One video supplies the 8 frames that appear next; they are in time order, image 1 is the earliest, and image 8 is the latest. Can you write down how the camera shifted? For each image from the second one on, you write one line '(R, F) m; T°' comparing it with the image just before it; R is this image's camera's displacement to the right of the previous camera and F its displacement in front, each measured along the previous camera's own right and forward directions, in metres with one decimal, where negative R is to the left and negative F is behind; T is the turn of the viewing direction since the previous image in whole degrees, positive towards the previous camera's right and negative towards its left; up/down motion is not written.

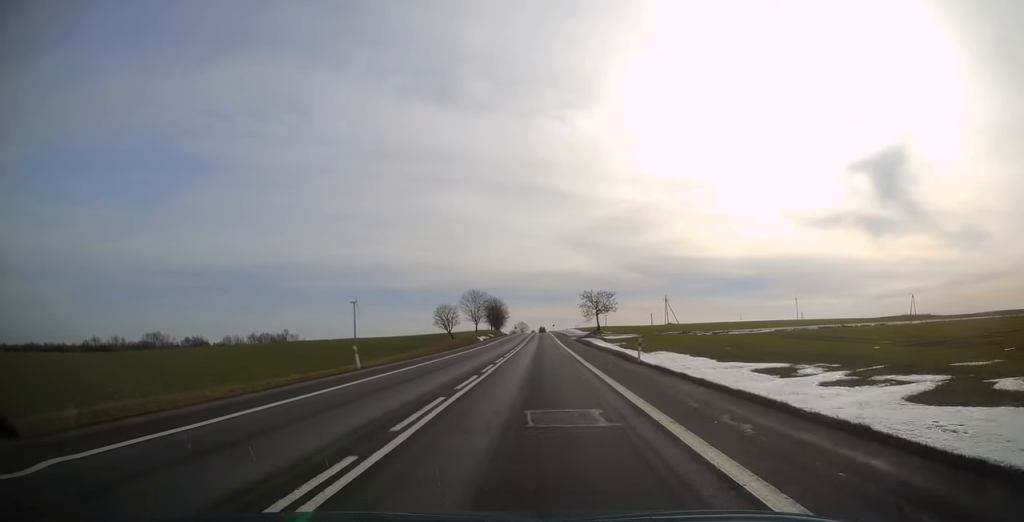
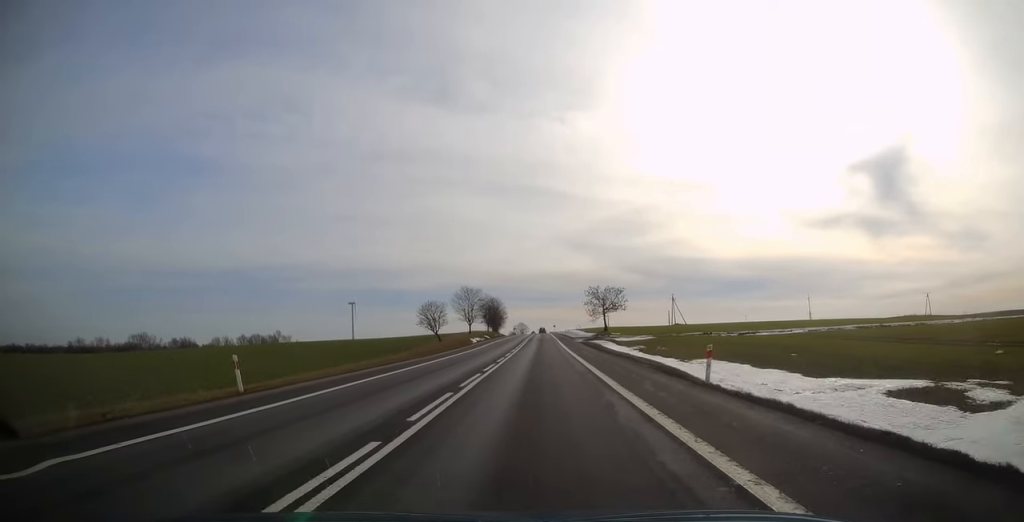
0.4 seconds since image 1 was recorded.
(+0.1, +10.9) m; 0°
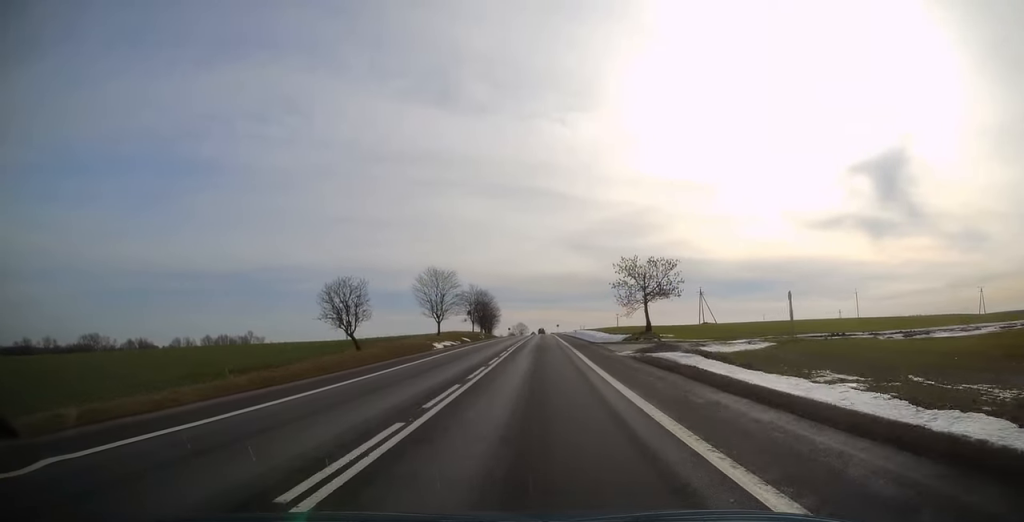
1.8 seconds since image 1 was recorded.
(-0.1, +34.4) m; +1°
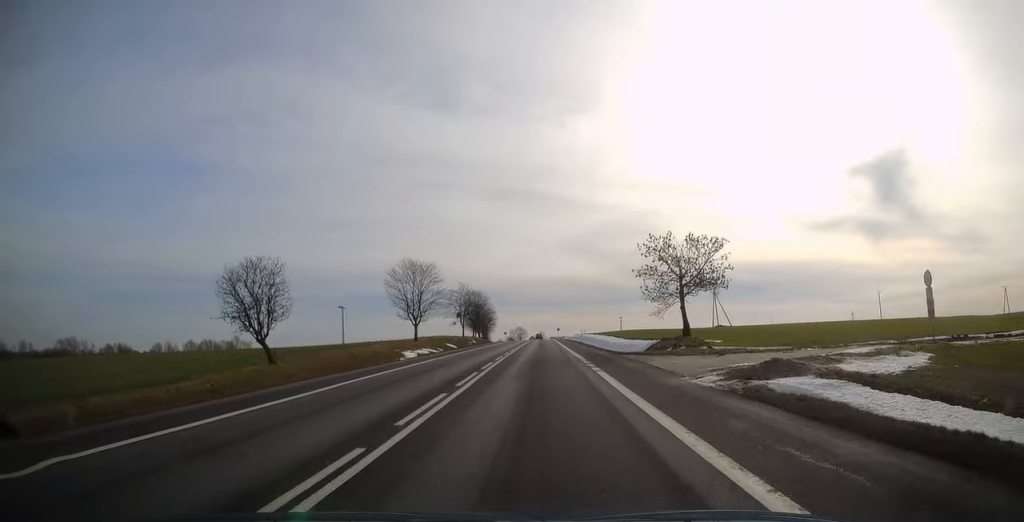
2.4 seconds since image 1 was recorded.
(+0.2, +14.1) m; 0°
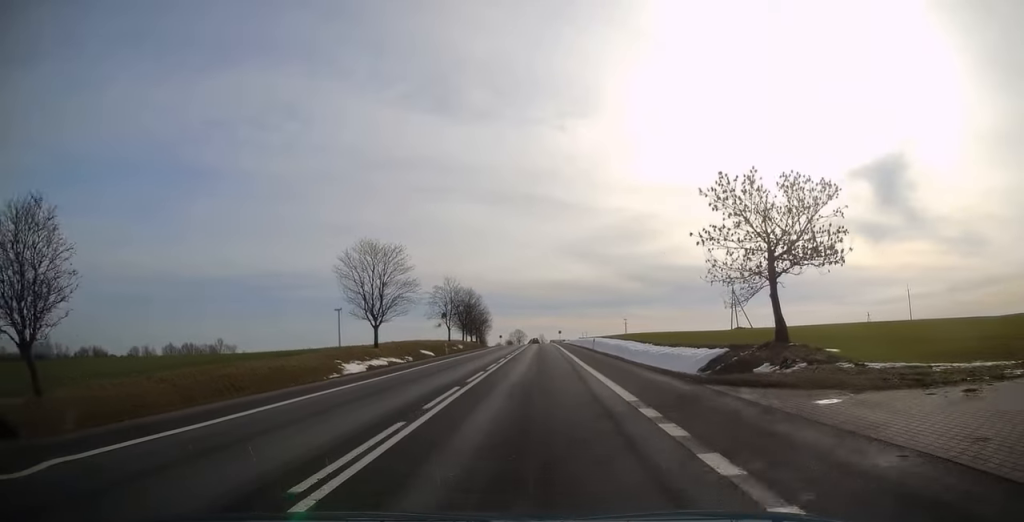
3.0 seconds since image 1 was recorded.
(-0.1, +15.7) m; 0°
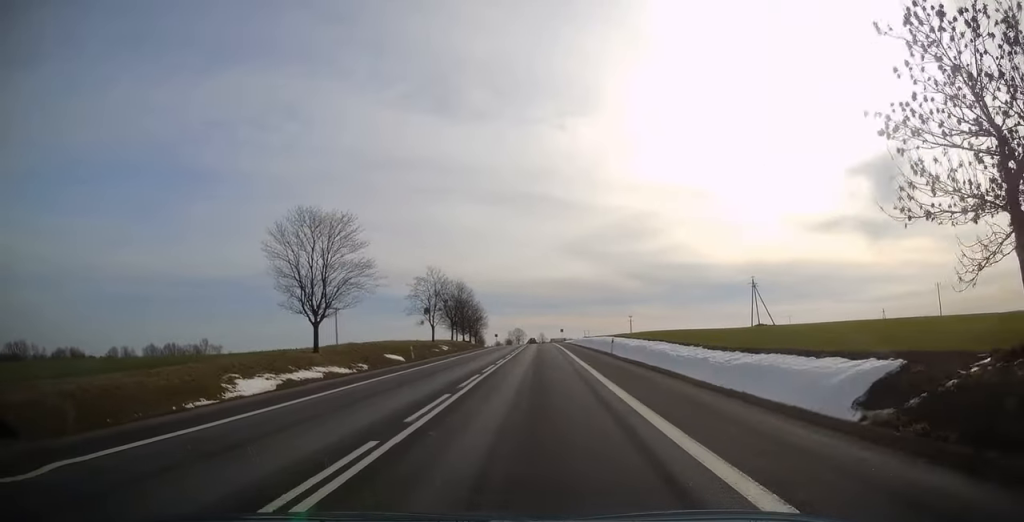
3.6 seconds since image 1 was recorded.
(0.0, +13.6) m; 0°
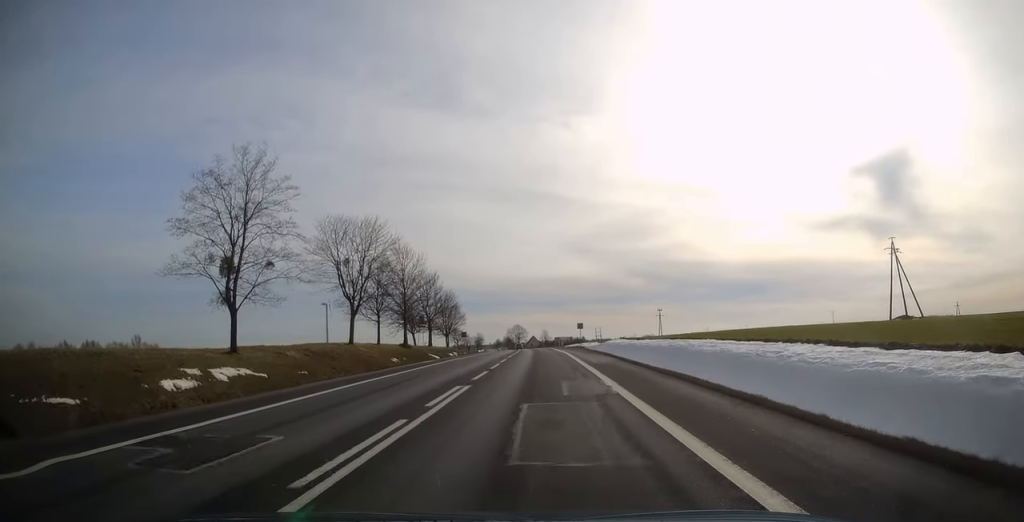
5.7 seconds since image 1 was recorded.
(-0.1, +51.9) m; 0°
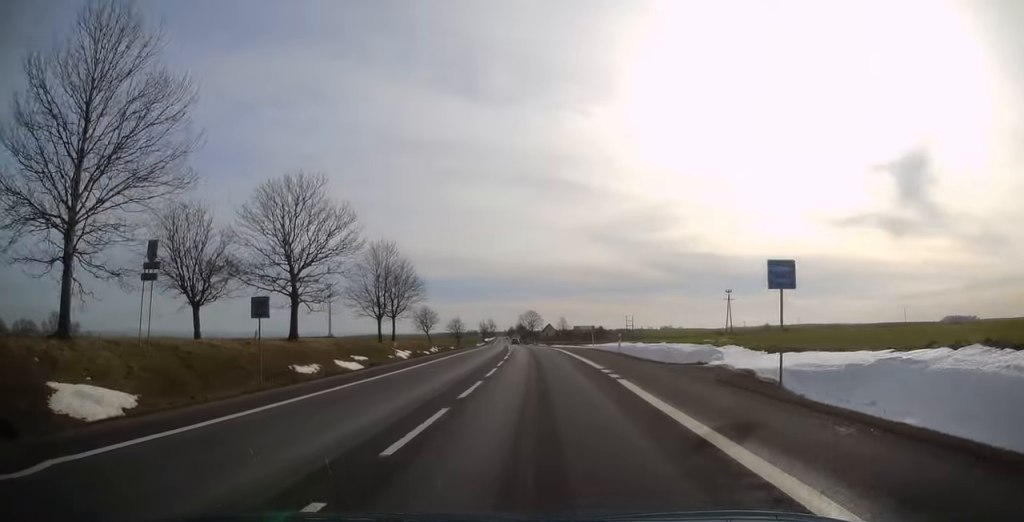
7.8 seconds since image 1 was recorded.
(-0.3, +52.5) m; -1°
